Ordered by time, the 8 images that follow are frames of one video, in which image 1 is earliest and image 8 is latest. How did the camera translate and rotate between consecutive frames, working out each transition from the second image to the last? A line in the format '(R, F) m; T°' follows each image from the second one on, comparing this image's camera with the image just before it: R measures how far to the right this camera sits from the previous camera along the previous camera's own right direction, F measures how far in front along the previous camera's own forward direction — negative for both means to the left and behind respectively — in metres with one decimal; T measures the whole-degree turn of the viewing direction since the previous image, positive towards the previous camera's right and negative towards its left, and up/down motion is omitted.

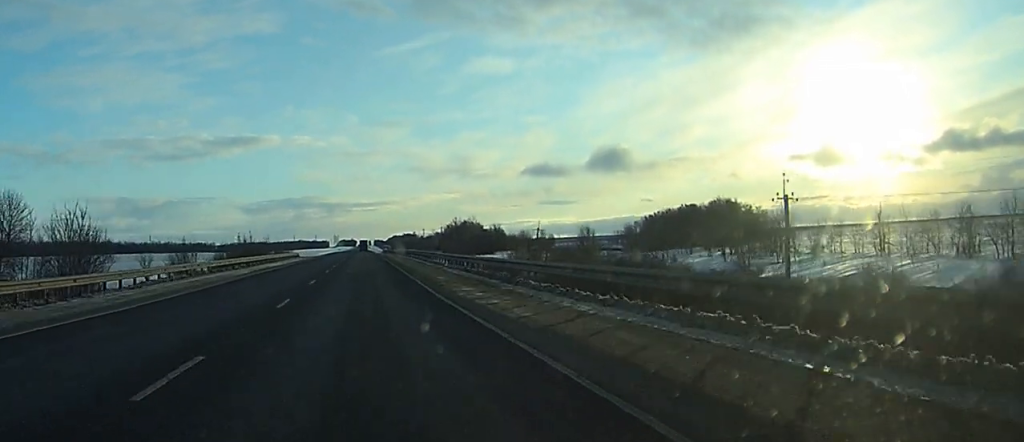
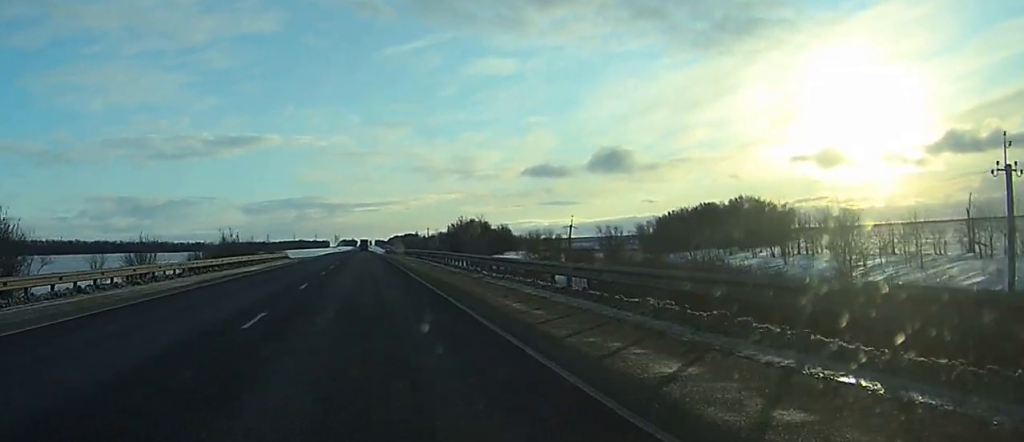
(0.0, +17.4) m; 0°
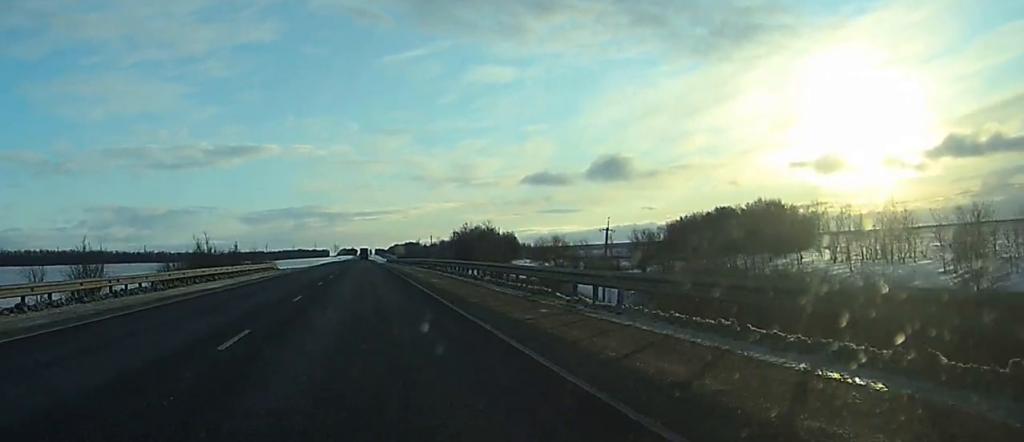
(0.0, +14.4) m; 0°
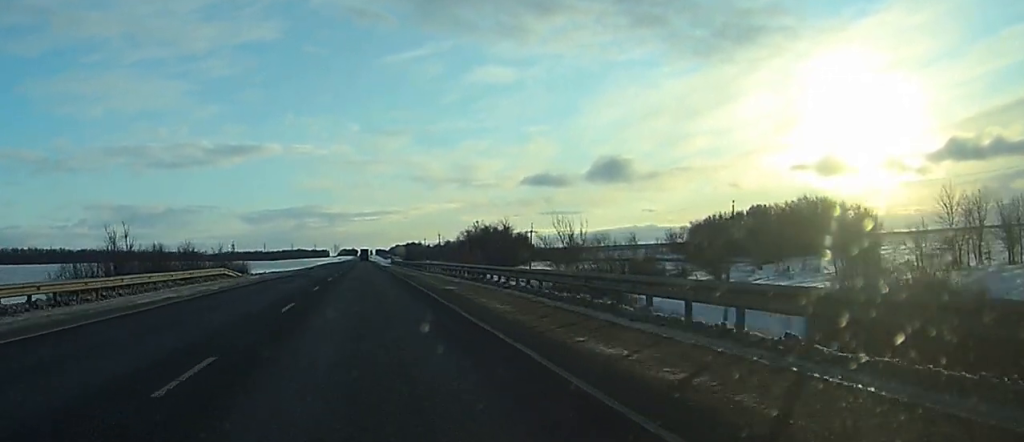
(0.0, +27.8) m; 0°
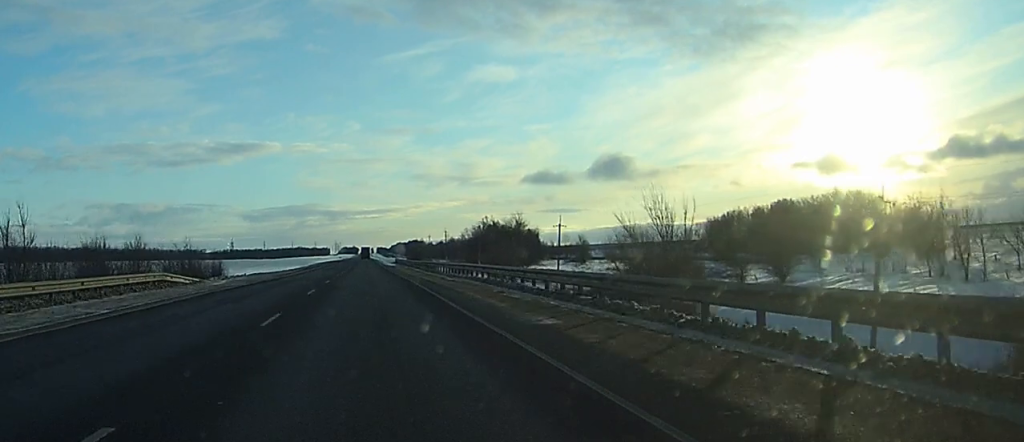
(0.0, +16.6) m; 0°
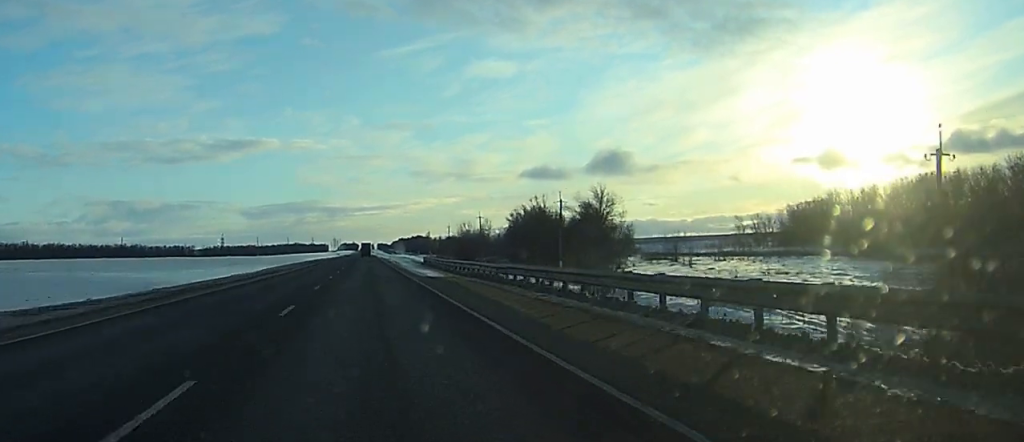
(0.0, +69.6) m; 0°
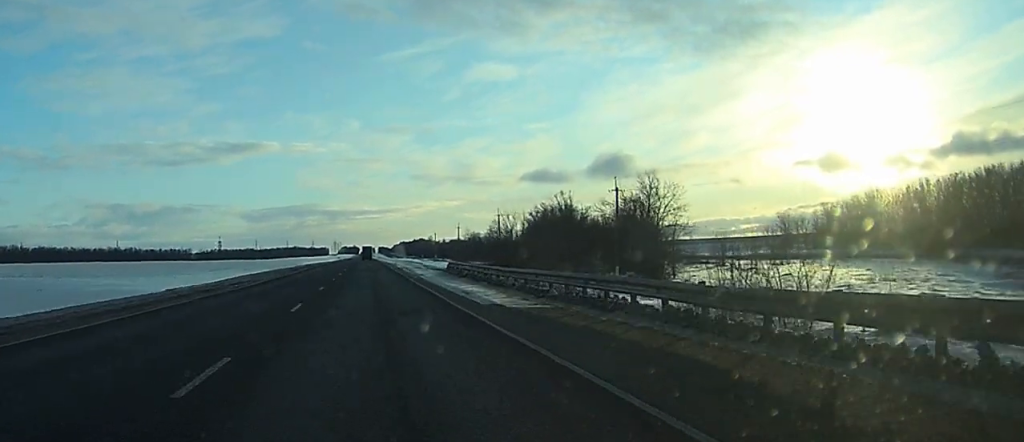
(-0.1, +22.0) m; 0°
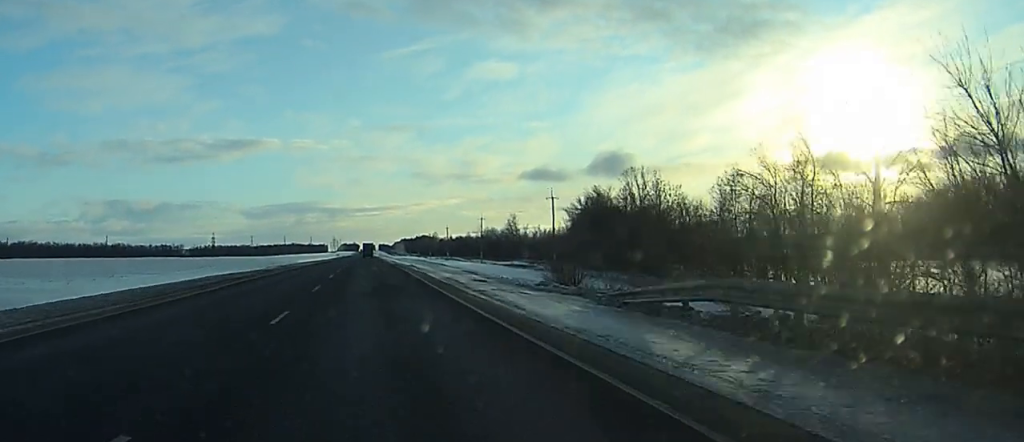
(-0.1, +40.9) m; 0°
